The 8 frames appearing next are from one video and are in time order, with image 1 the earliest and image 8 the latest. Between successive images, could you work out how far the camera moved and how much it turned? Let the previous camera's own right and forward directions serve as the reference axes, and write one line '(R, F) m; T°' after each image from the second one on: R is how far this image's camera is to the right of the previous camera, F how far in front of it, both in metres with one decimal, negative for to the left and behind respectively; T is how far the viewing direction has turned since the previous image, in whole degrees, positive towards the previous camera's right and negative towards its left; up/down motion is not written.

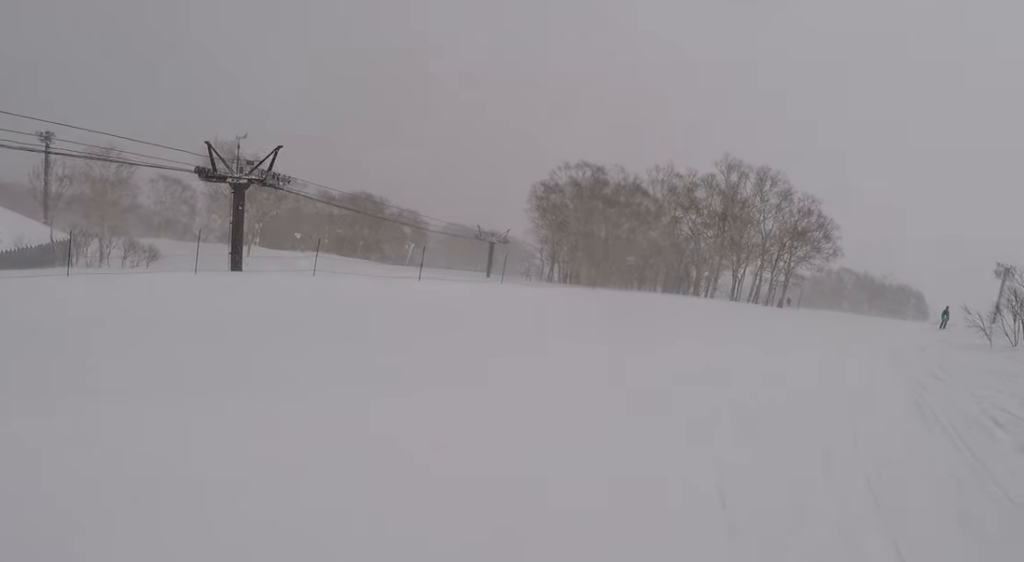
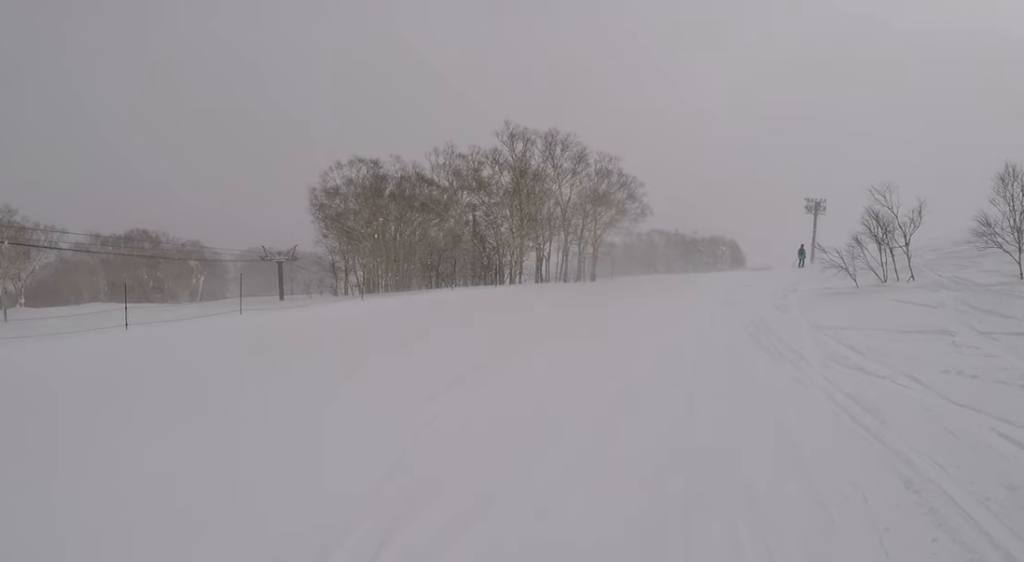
(+0.4, +7.9) m; +5°
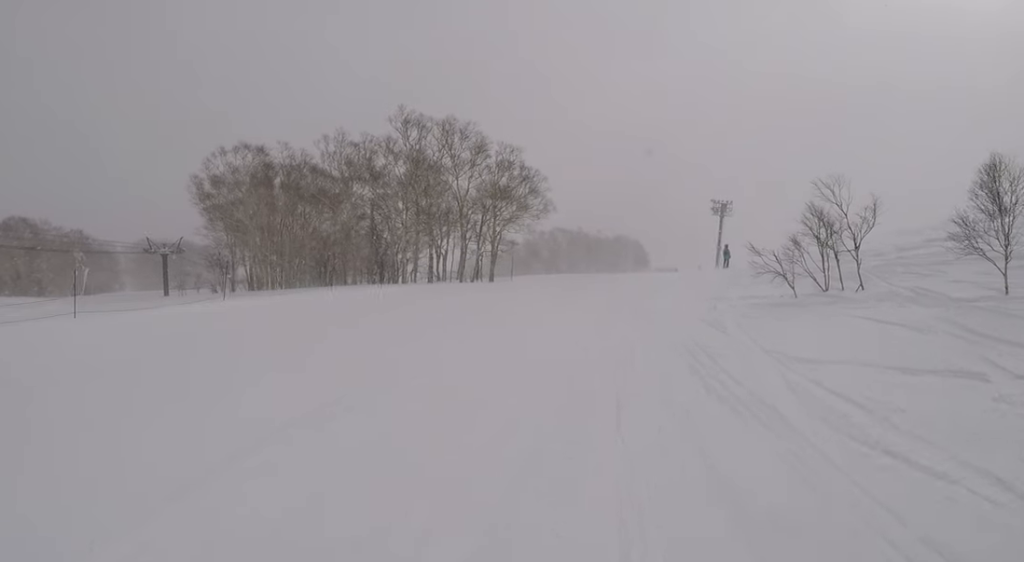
(+0.3, +4.3) m; 0°
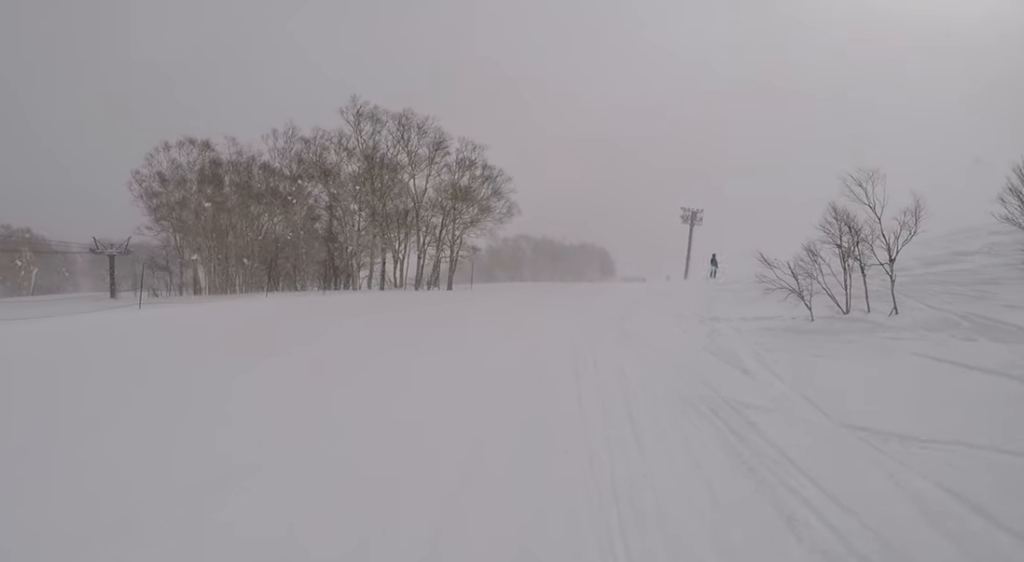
(+0.2, +4.0) m; 0°
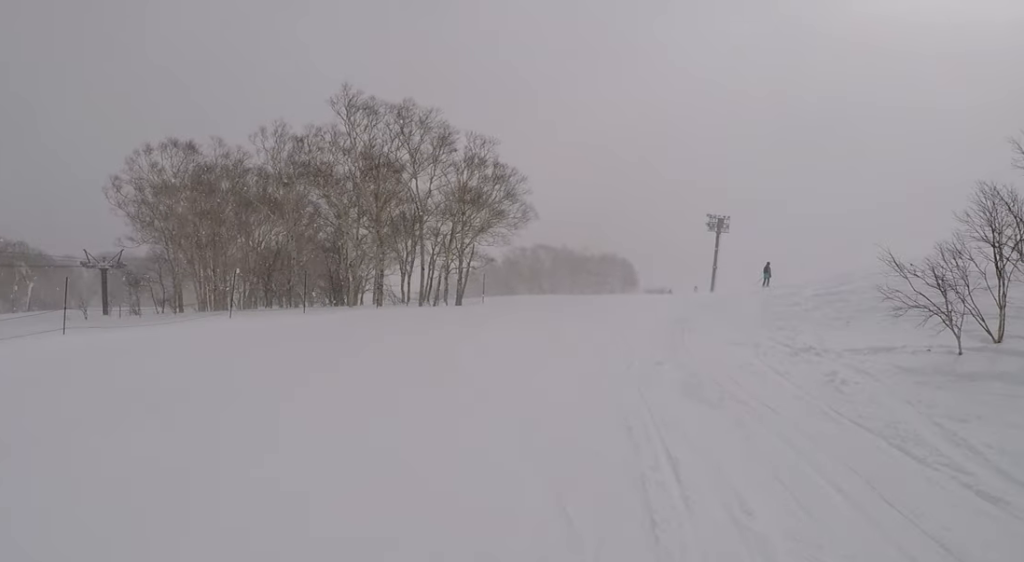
(-0.4, +5.8) m; 0°
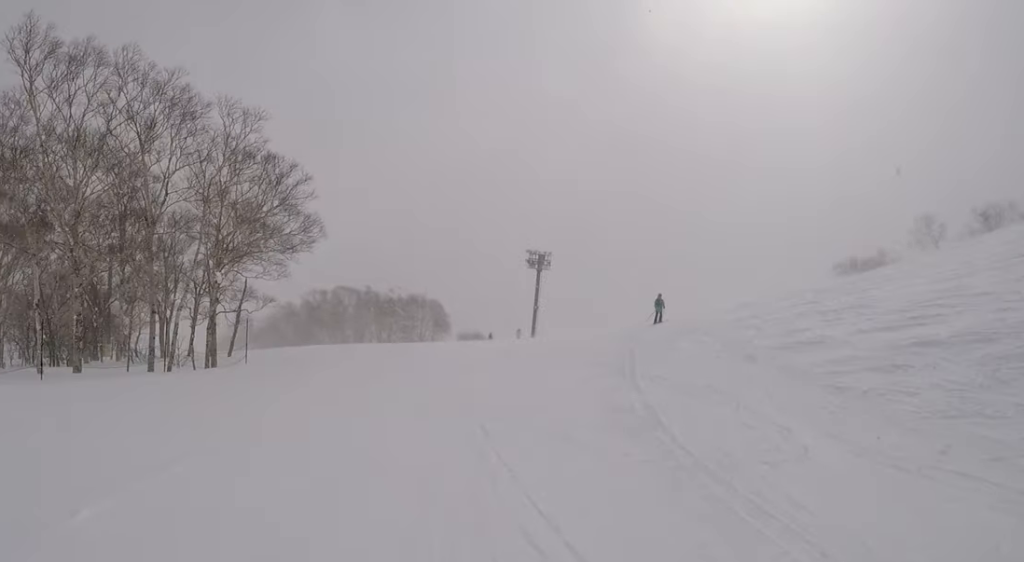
(+0.5, +13.4) m; +10°
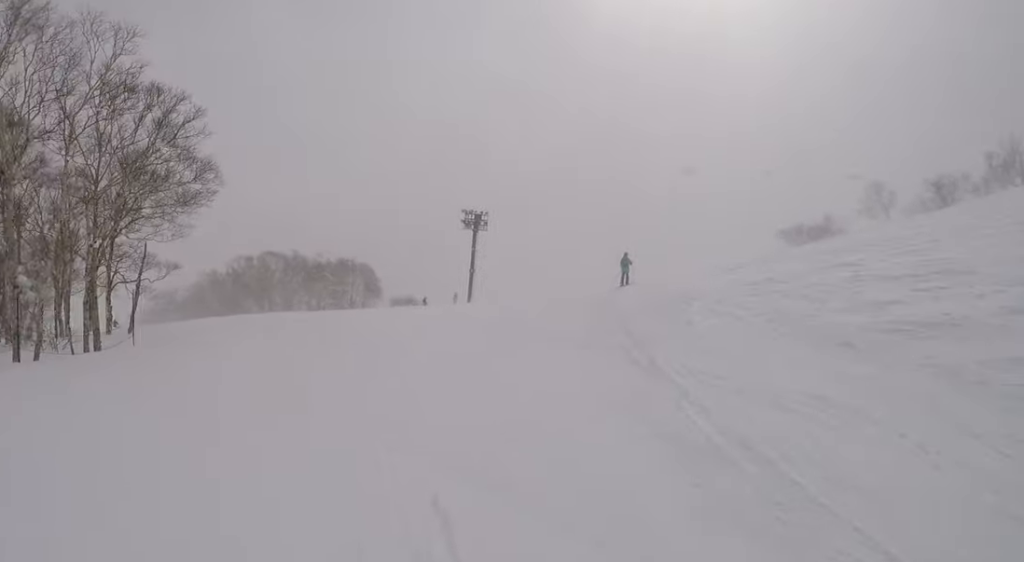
(+0.4, +4.7) m; +7°
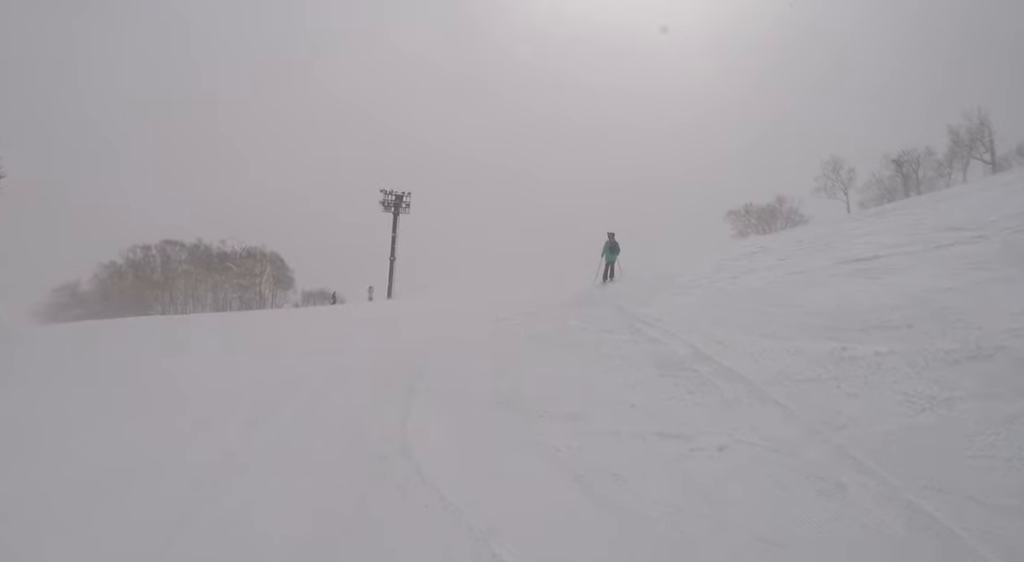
(+1.4, +10.9) m; +6°
